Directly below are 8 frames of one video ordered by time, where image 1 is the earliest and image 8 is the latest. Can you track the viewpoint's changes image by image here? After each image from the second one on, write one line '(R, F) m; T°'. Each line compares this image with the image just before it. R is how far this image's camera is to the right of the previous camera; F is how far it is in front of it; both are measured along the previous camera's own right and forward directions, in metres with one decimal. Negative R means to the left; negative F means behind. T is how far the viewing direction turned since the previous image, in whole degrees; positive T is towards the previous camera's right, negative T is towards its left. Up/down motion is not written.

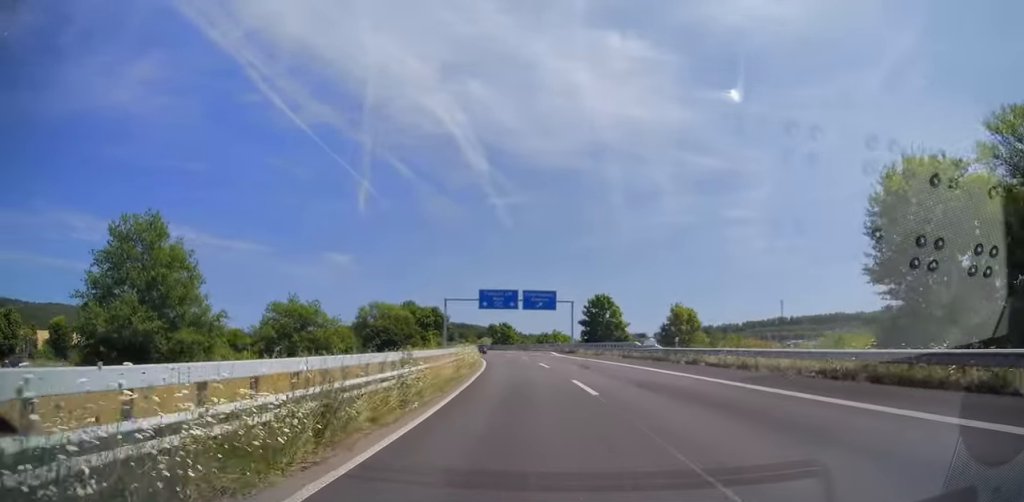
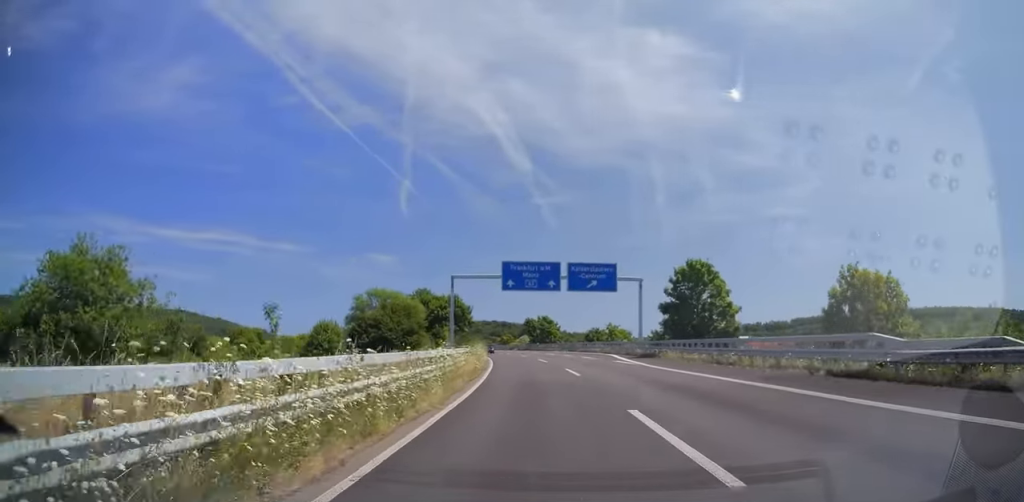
(-0.5, +26.8) m; -3°
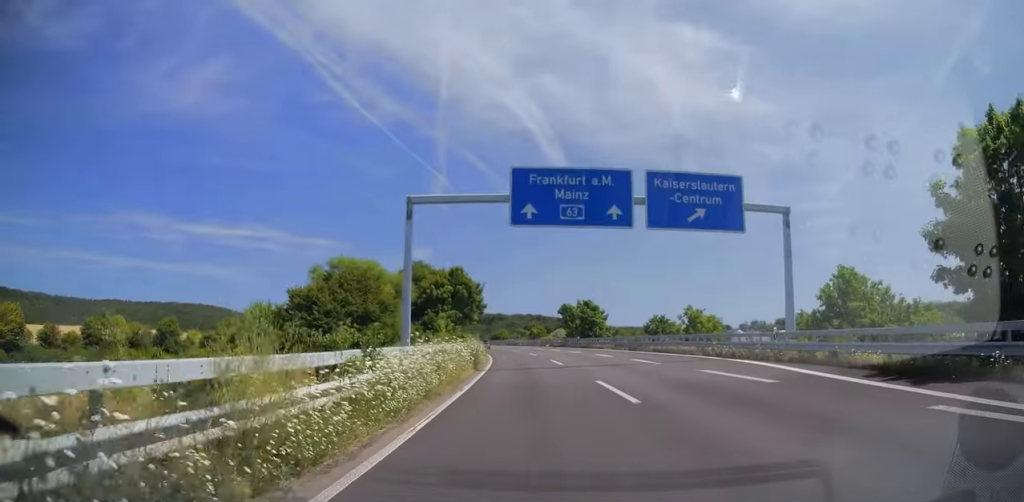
(-1.3, +28.7) m; -5°
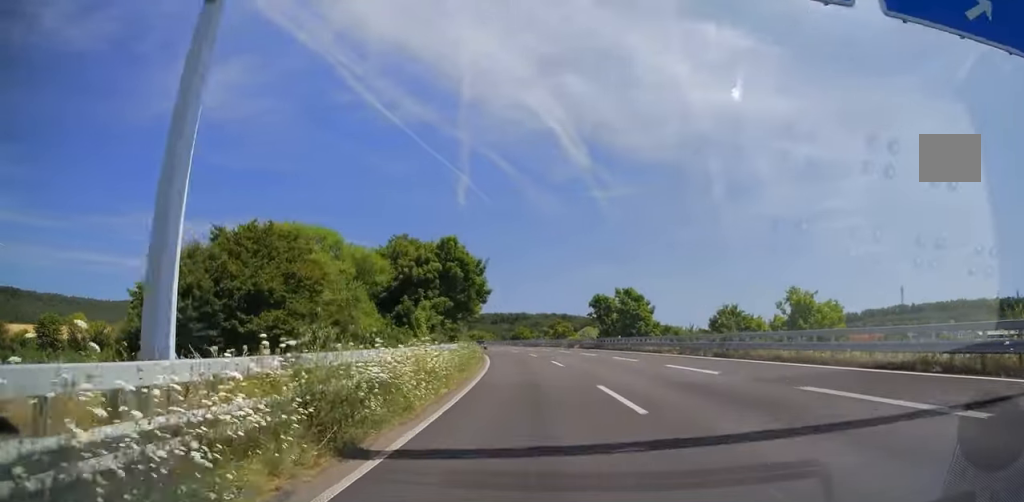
(-0.6, +19.1) m; -2°
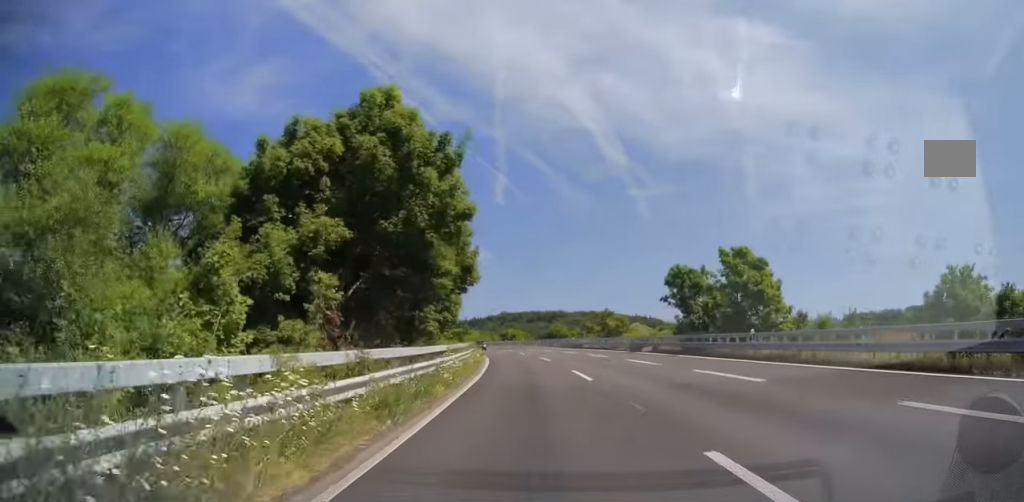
(-0.3, +27.6) m; -3°
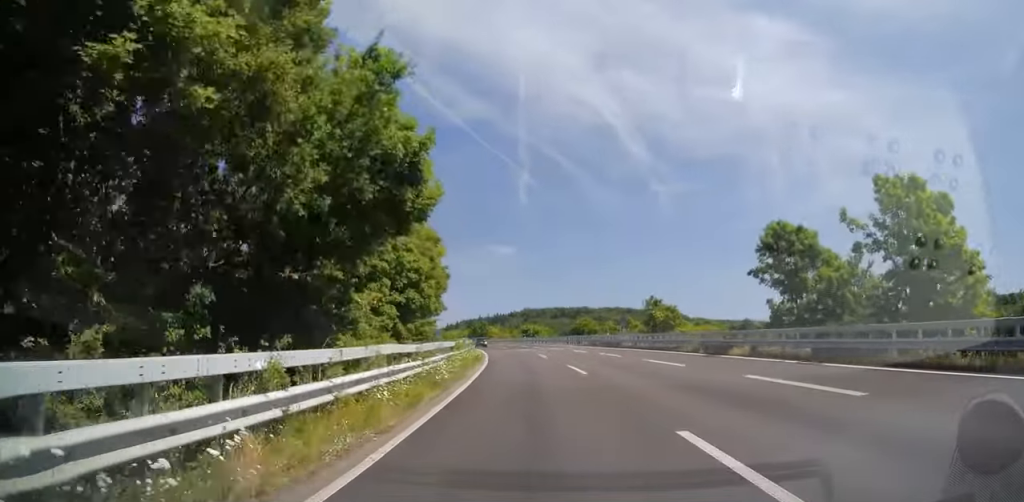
(-0.5, +16.7) m; -3°
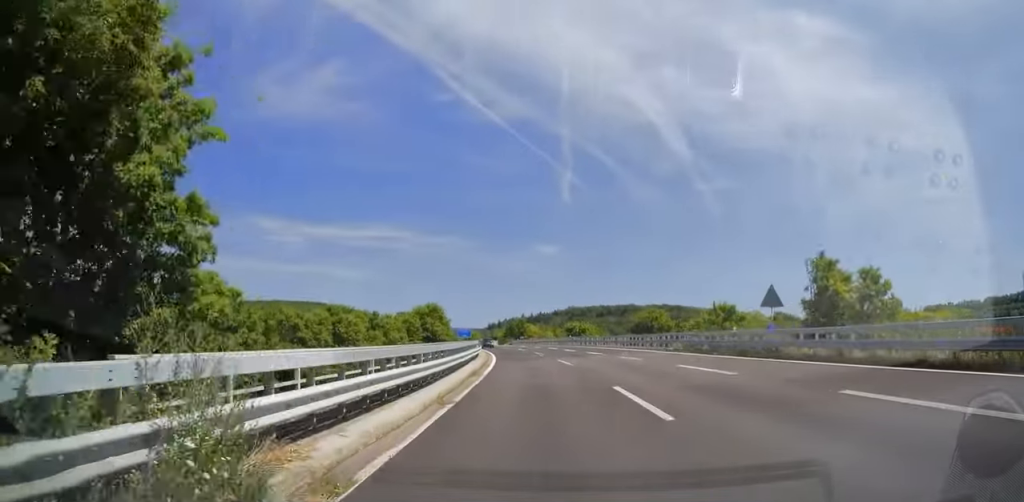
(-1.2, +28.7) m; -4°
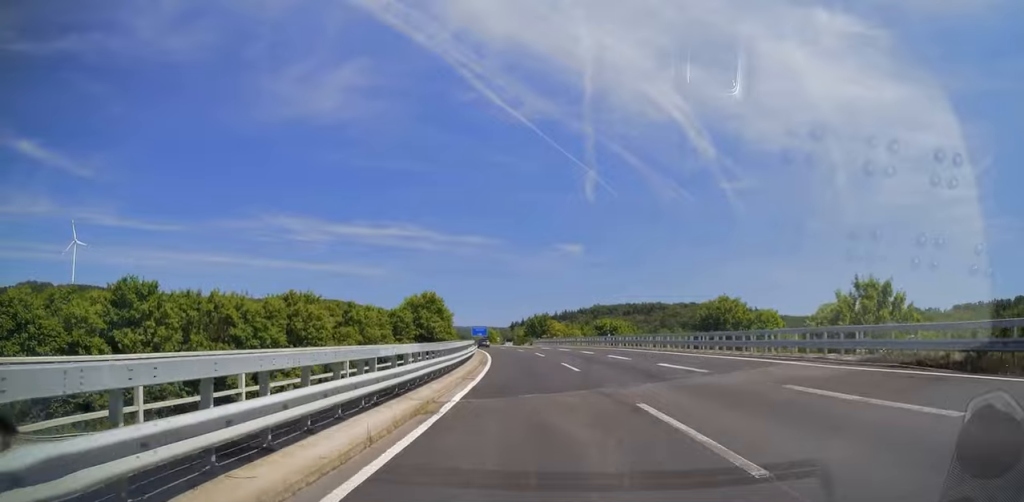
(-0.4, +21.7) m; -3°
